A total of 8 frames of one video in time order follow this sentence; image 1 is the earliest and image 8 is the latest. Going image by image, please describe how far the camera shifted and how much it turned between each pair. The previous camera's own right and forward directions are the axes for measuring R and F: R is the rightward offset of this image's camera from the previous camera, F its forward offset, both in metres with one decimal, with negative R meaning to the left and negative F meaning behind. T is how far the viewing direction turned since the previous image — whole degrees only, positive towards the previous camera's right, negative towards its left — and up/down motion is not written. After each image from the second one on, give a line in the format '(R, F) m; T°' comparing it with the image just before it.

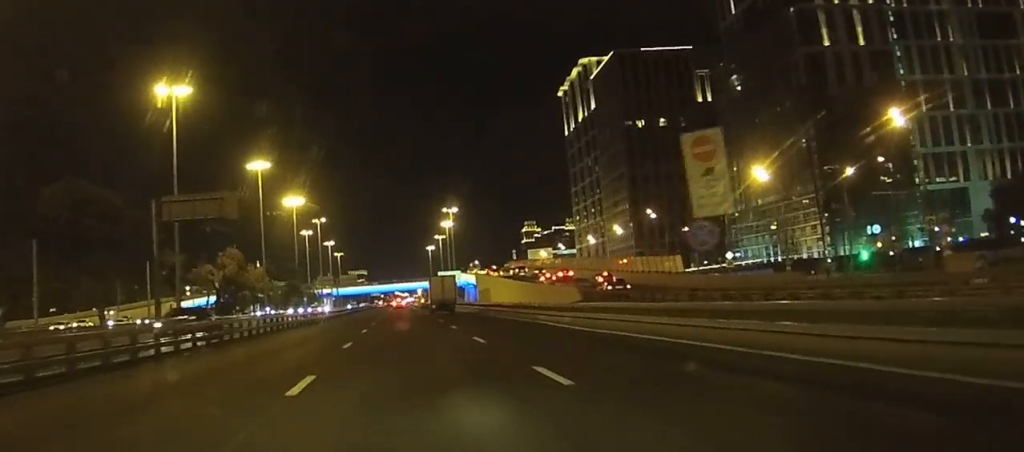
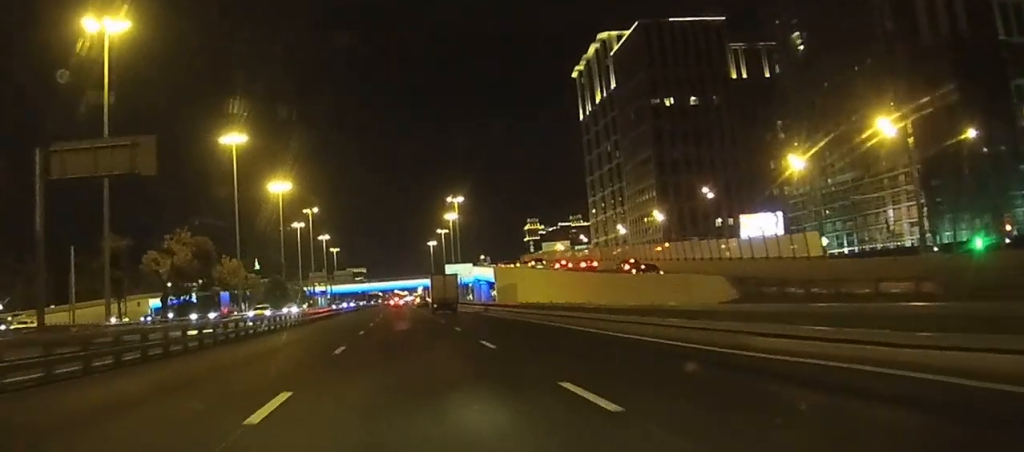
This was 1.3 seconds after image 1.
(-0.3, +27.0) m; -1°
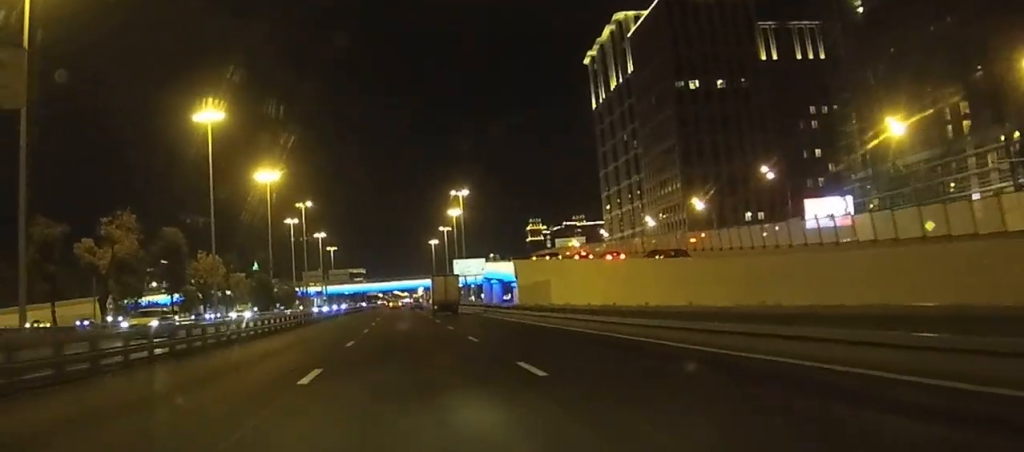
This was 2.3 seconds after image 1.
(0.0, +19.6) m; 0°
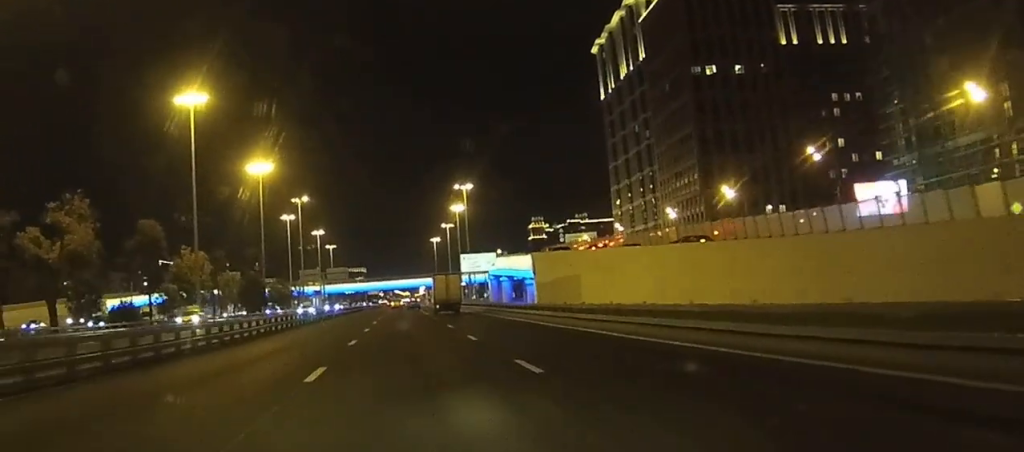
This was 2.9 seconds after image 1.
(+0.1, +11.5) m; 0°
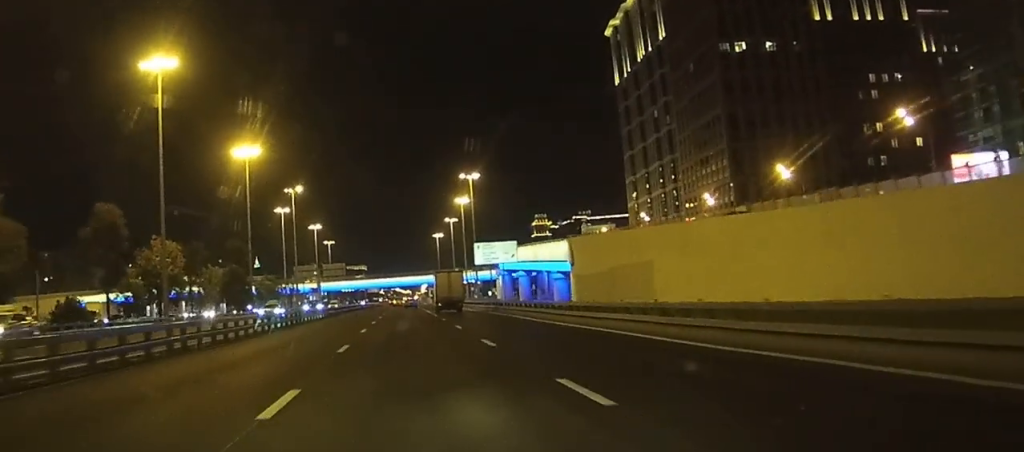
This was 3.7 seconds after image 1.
(0.0, +16.8) m; 0°
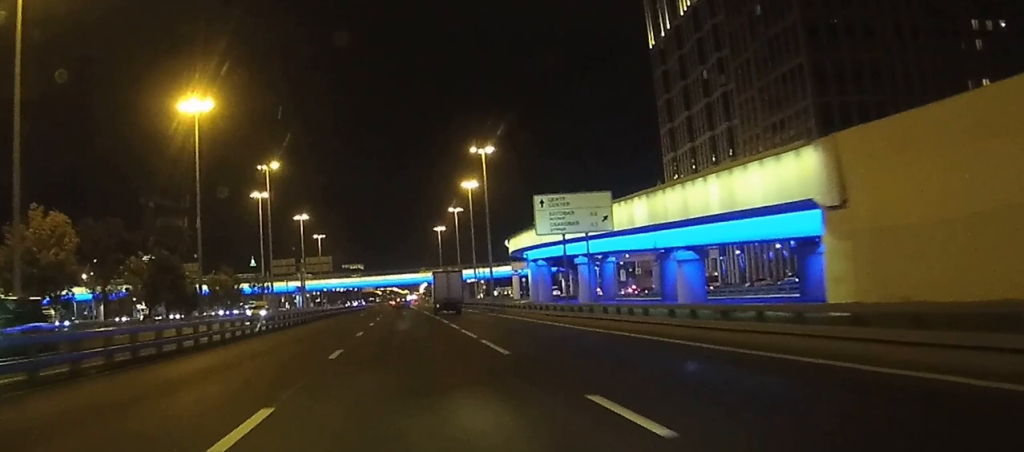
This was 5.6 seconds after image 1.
(+0.2, +38.1) m; 0°
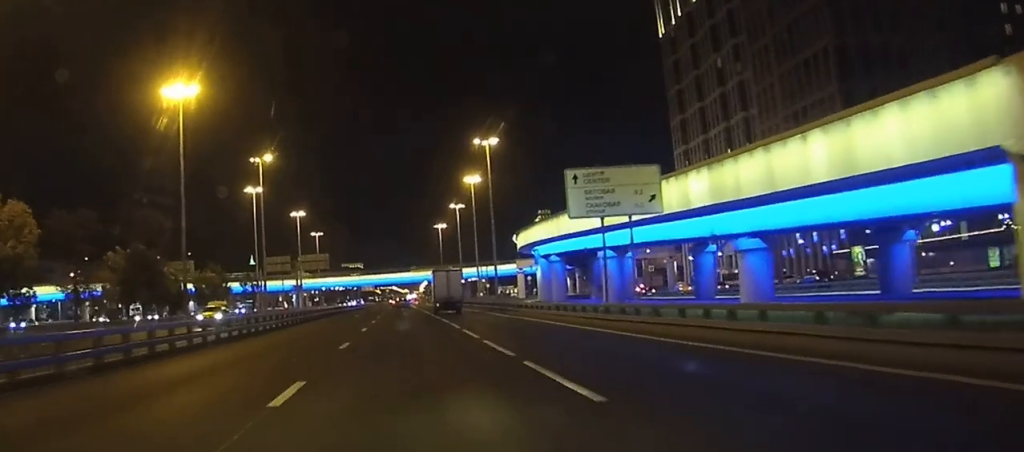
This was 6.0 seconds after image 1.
(0.0, +8.7) m; 0°
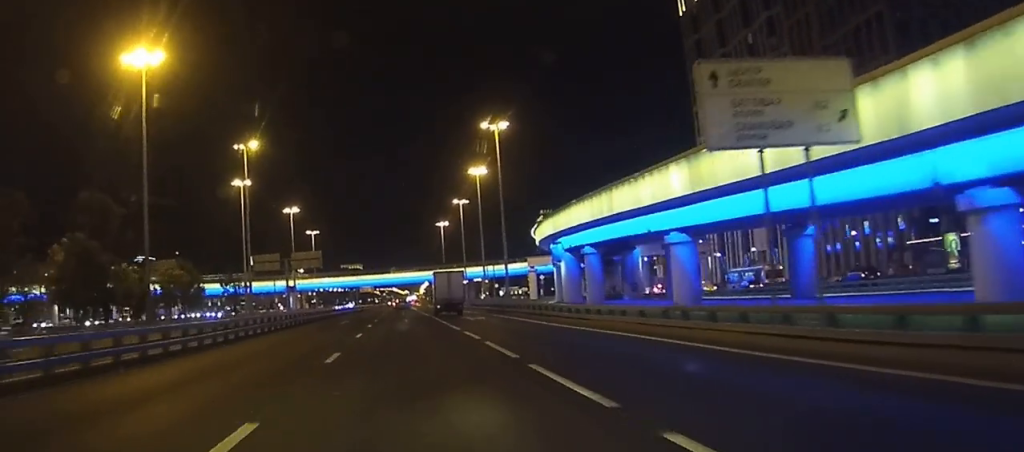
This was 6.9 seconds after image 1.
(-0.1, +16.6) m; 0°
